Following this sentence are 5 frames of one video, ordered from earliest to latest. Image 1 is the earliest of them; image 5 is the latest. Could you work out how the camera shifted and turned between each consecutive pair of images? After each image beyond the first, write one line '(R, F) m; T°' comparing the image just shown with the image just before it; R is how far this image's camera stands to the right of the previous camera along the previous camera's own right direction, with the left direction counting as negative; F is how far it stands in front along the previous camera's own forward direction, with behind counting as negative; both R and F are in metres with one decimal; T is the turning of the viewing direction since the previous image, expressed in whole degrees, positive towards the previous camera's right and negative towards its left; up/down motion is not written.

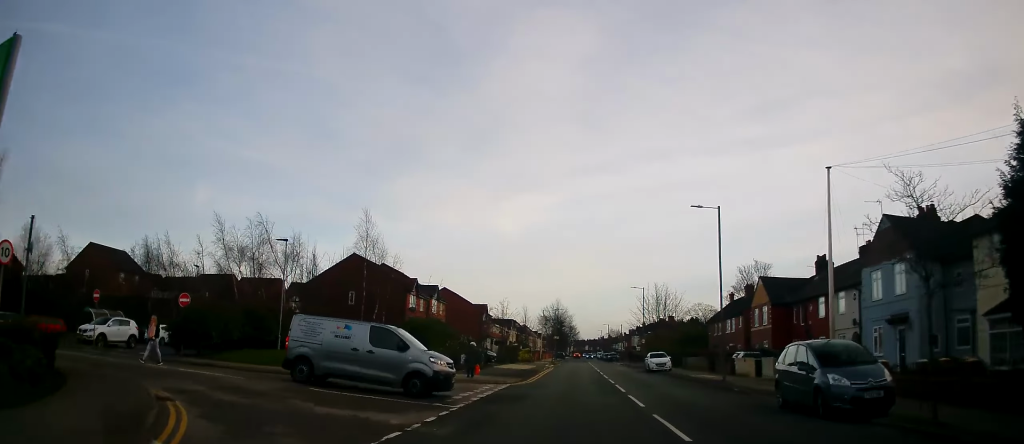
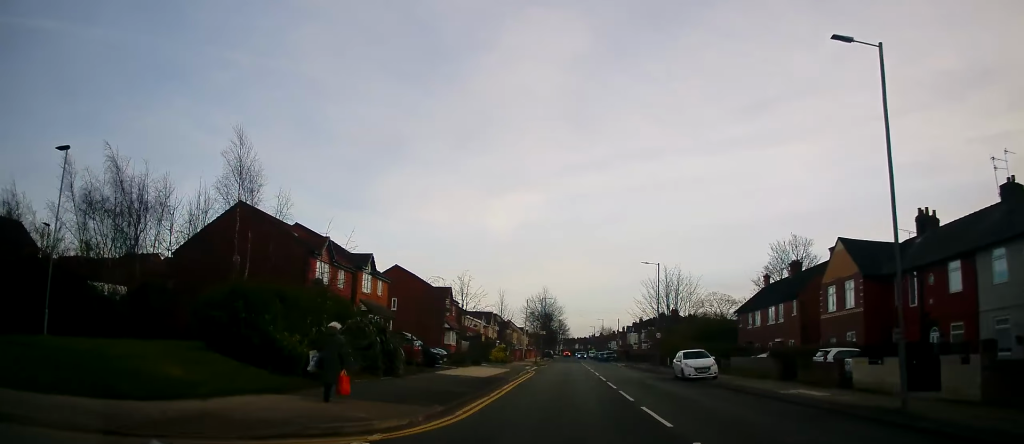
(-0.2, +15.9) m; 0°
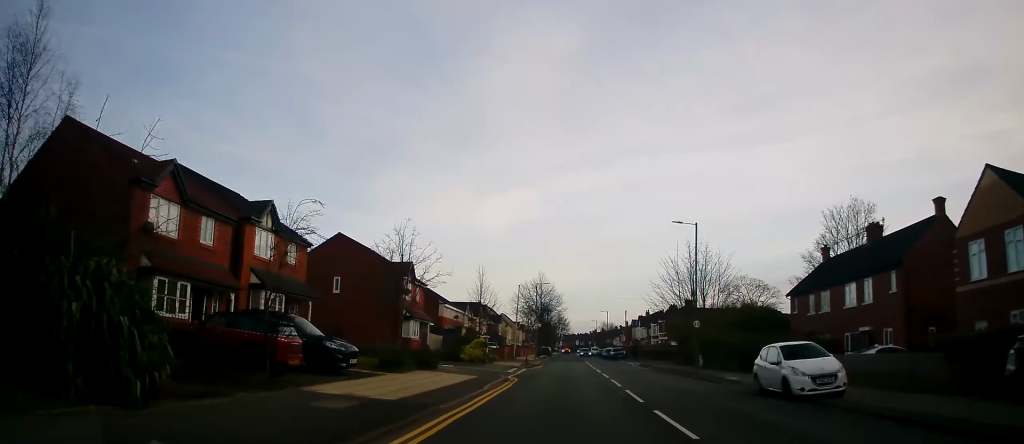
(+0.3, +13.9) m; +2°
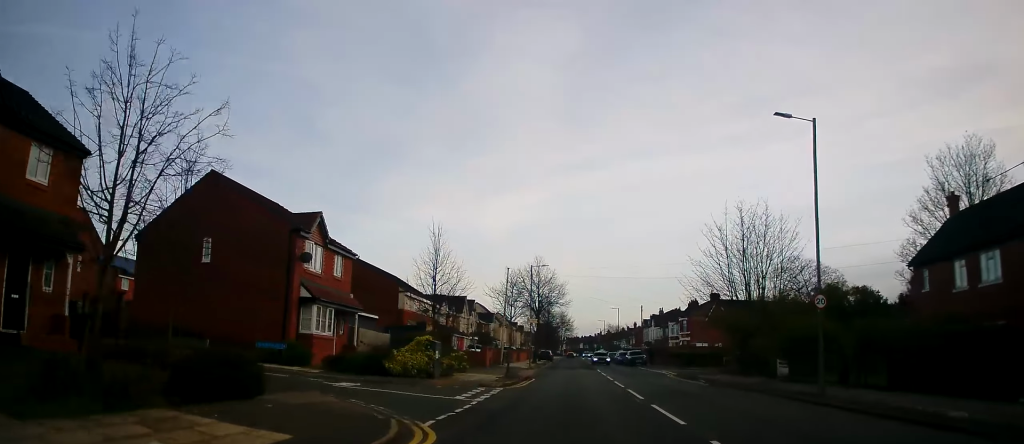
(+0.1, +16.8) m; -1°
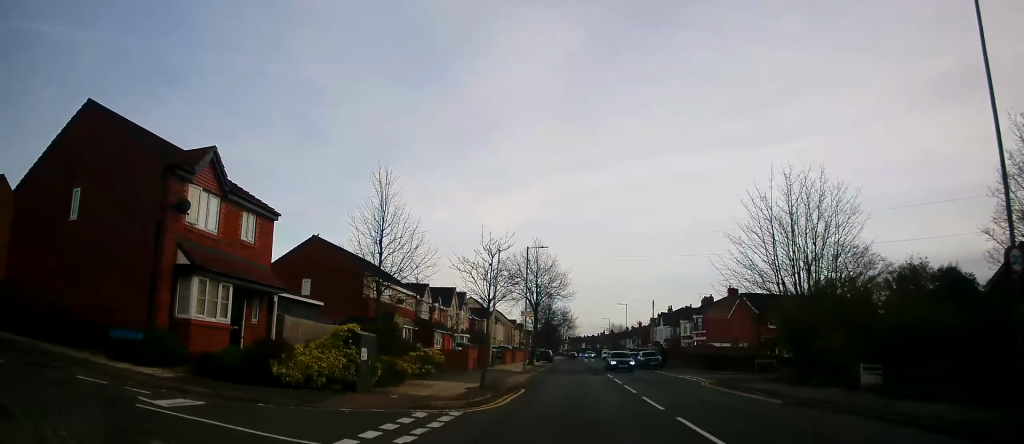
(-0.2, +8.8) m; -2°
